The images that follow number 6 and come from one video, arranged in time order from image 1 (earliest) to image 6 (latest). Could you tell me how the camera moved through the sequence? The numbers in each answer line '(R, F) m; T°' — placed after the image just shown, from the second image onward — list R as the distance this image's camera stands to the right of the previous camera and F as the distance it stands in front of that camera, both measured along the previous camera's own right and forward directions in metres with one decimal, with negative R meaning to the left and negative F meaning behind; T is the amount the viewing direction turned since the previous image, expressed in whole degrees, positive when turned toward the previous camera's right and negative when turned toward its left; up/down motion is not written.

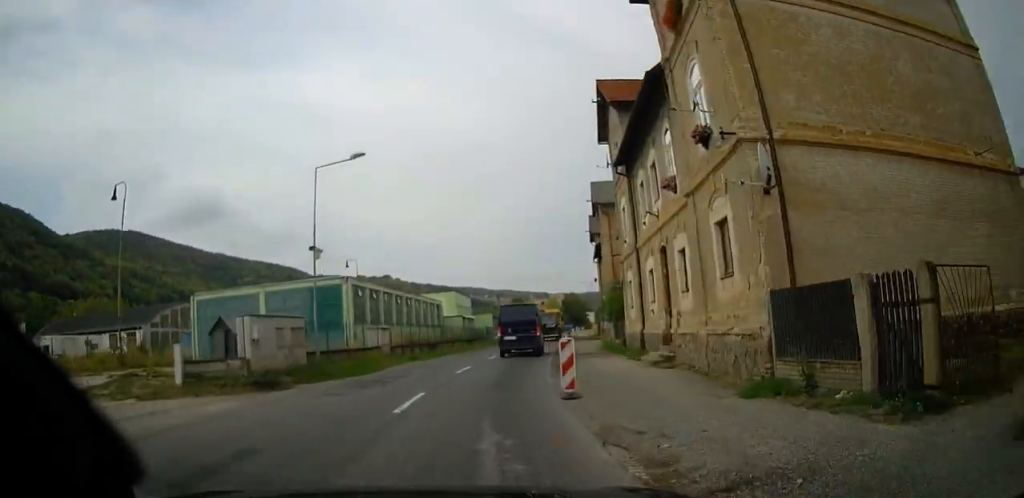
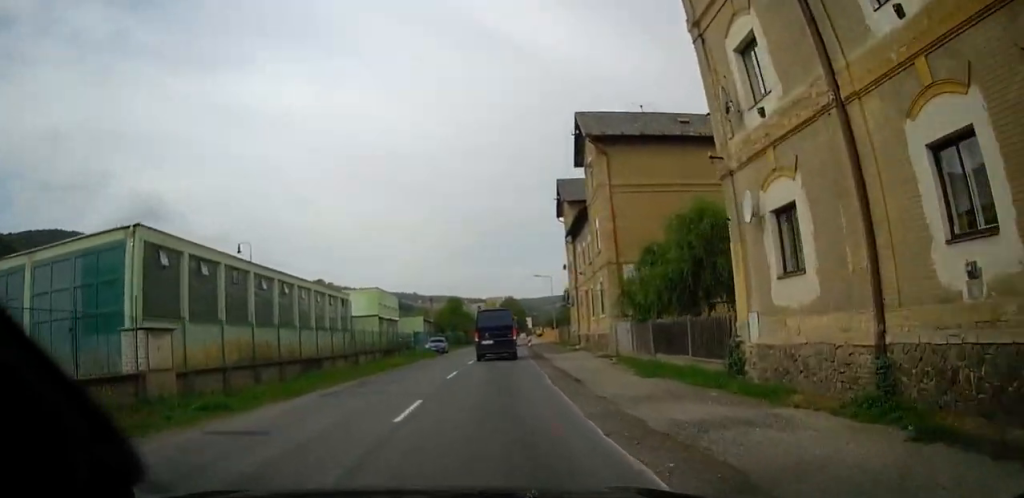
(+0.8, +18.0) m; +5°
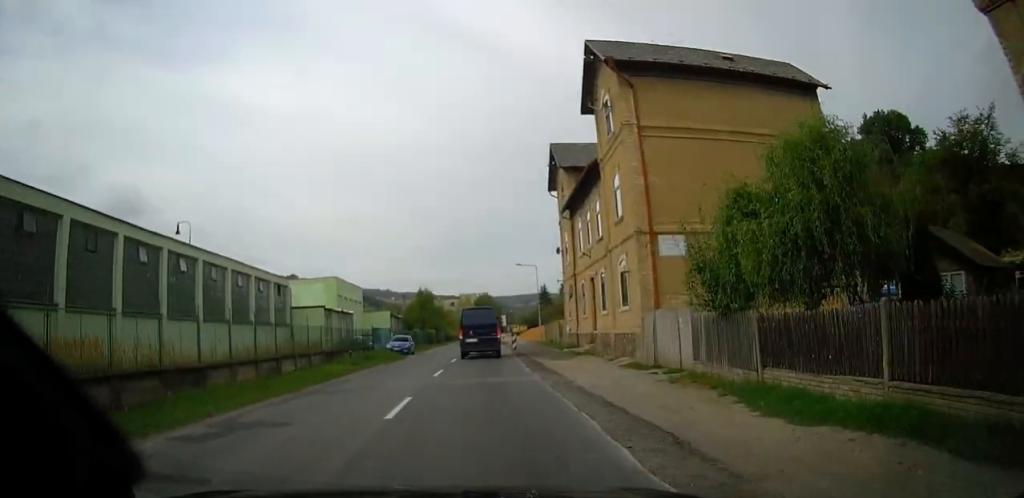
(+0.2, +9.0) m; +1°
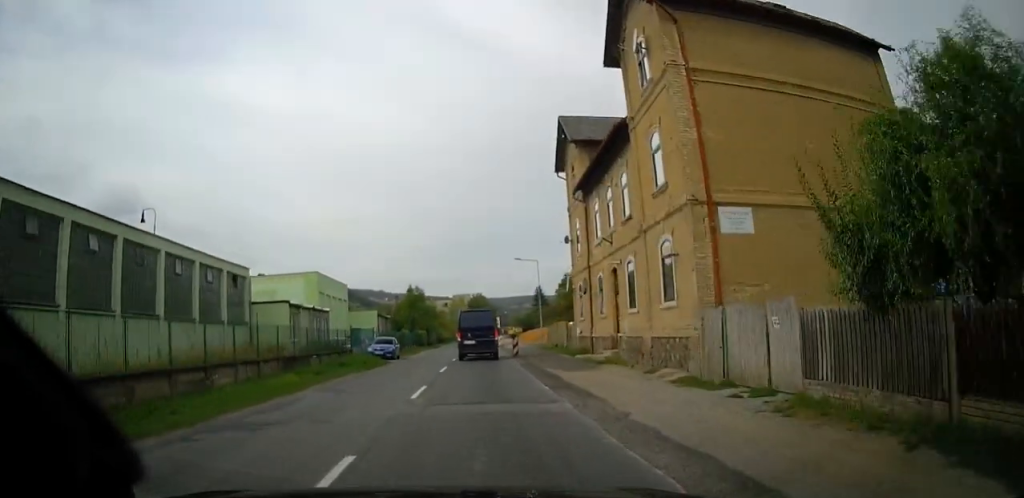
(0.0, +5.7) m; 0°
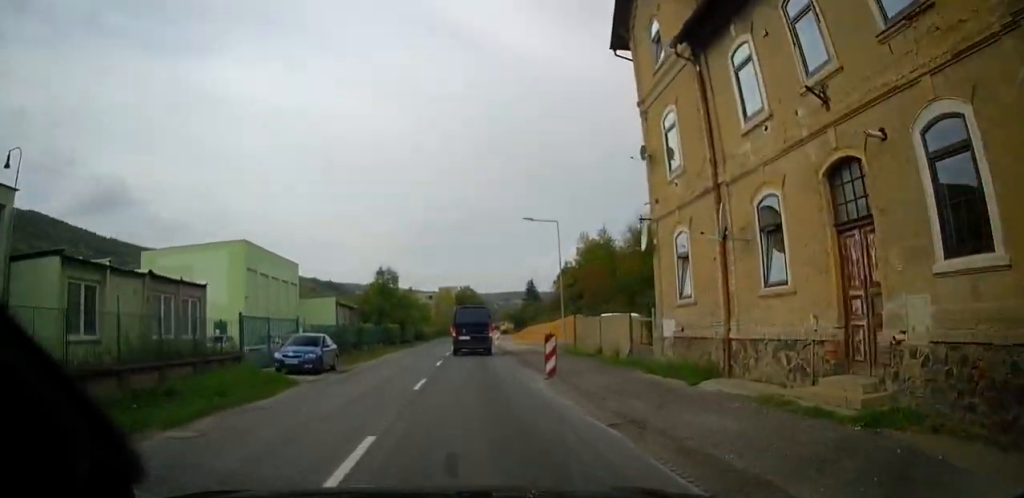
(+0.2, +16.5) m; +2°
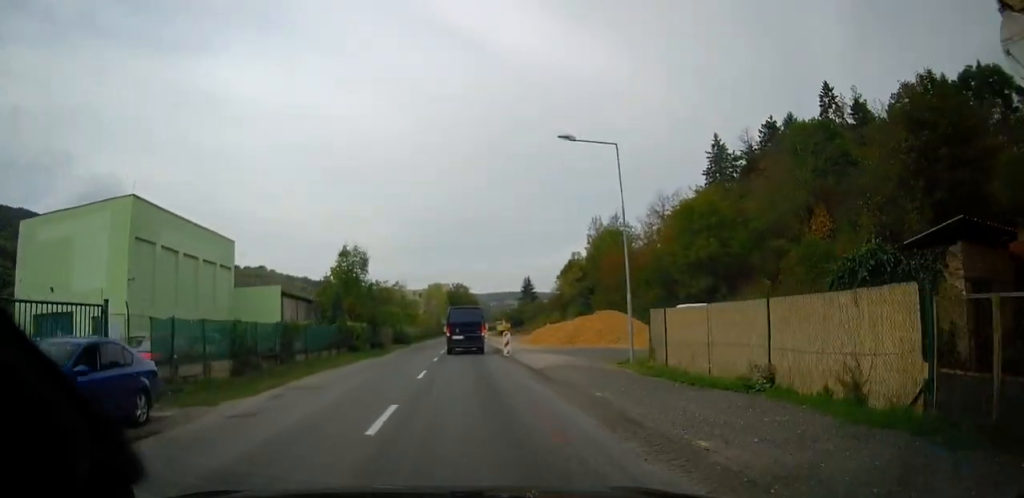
(0.0, +14.4) m; -1°
